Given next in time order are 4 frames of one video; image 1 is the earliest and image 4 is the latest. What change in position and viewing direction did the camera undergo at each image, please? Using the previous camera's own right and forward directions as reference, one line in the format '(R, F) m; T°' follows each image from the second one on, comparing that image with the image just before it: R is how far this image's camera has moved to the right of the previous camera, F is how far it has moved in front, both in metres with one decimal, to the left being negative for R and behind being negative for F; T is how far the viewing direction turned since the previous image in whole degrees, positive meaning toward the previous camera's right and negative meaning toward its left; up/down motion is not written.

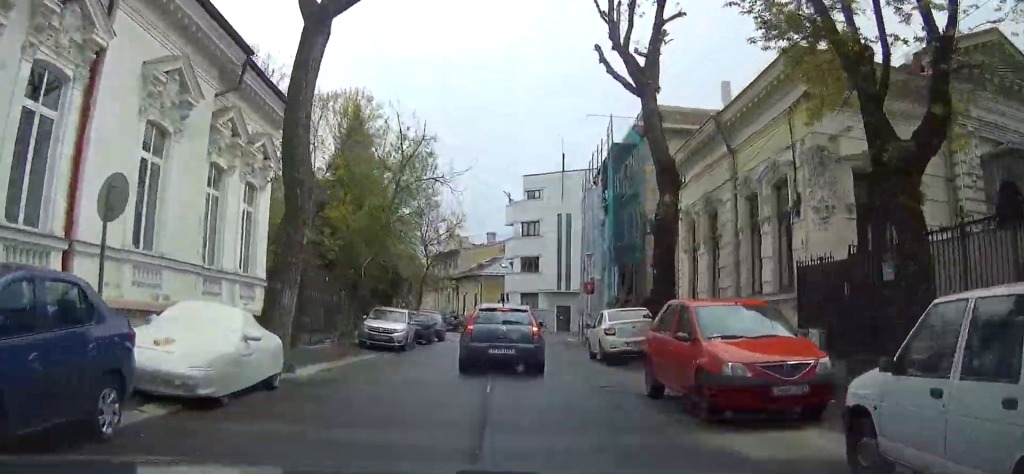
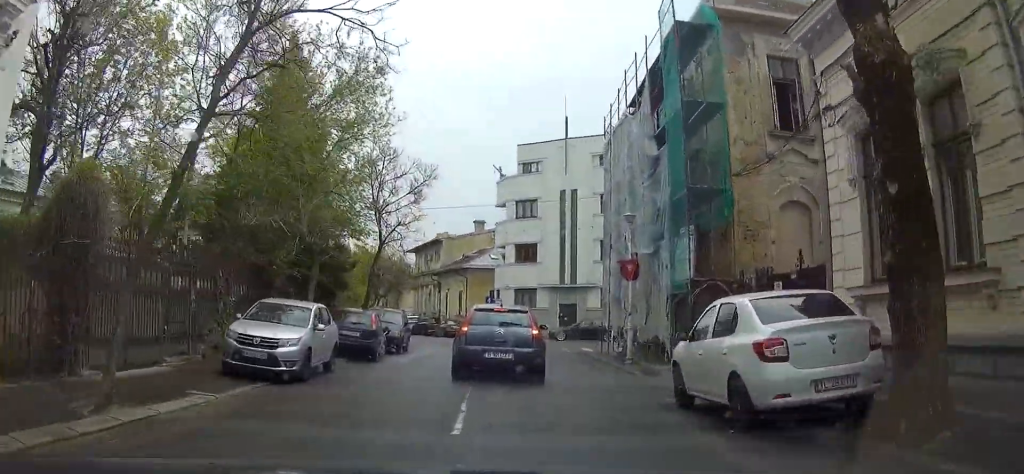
(+0.3, +12.9) m; +1°
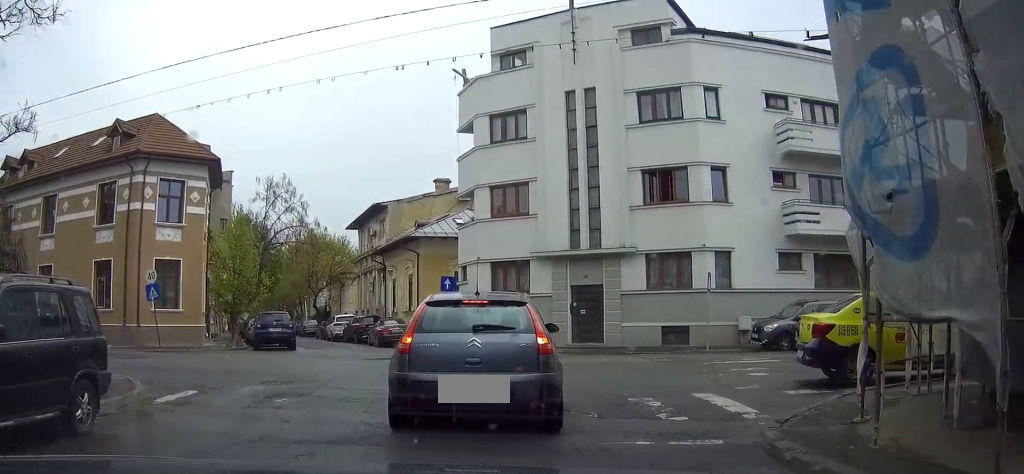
(-3.0, +23.0) m; -11°
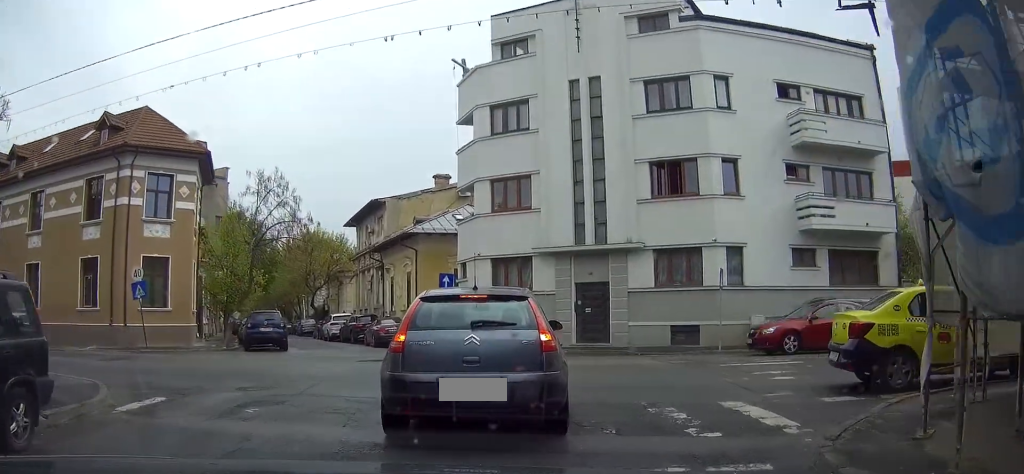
(0.0, +1.6) m; +5°
